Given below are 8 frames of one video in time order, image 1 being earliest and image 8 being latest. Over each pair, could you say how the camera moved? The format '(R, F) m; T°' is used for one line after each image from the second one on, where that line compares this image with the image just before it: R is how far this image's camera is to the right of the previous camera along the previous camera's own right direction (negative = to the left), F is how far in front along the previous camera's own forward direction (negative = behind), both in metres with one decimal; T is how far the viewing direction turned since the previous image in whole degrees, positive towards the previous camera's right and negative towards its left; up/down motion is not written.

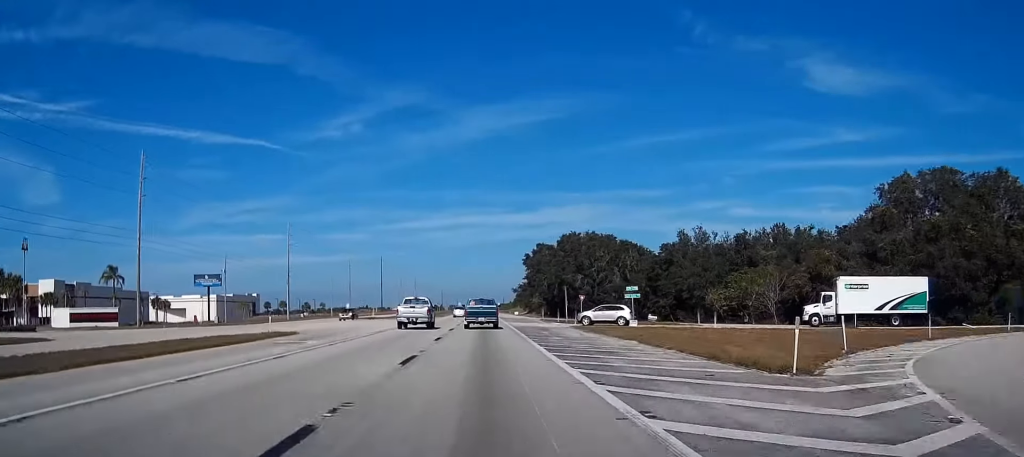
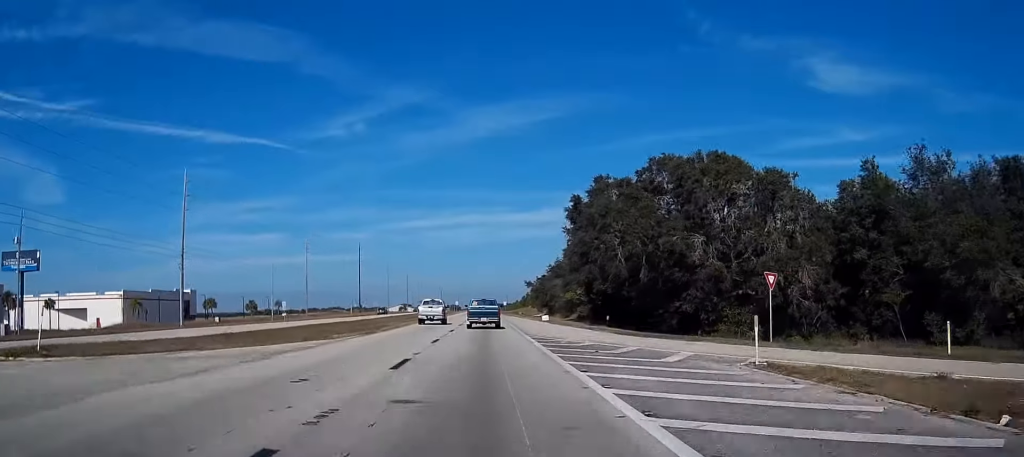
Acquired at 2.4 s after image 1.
(+0.4, +62.1) m; +1°
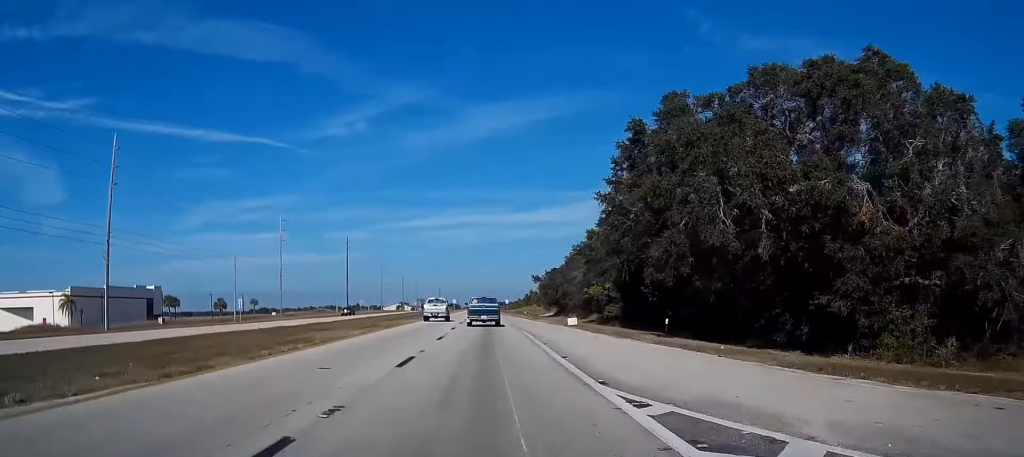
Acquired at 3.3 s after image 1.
(+0.1, +23.4) m; 0°
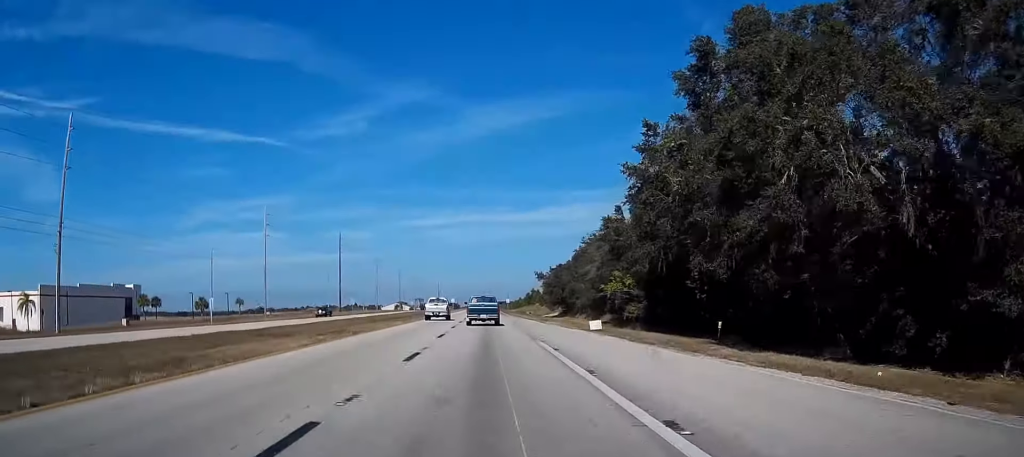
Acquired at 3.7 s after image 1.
(0.0, +11.3) m; 0°
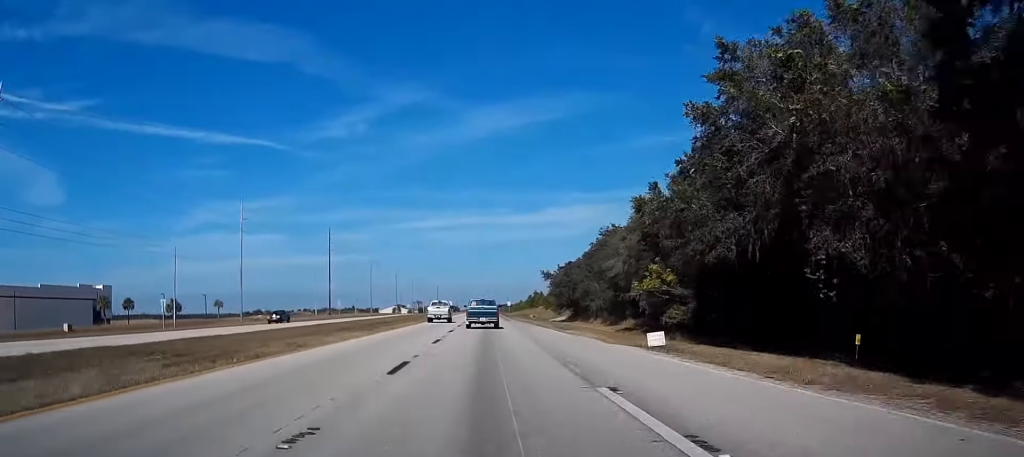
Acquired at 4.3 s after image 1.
(0.0, +14.8) m; 0°
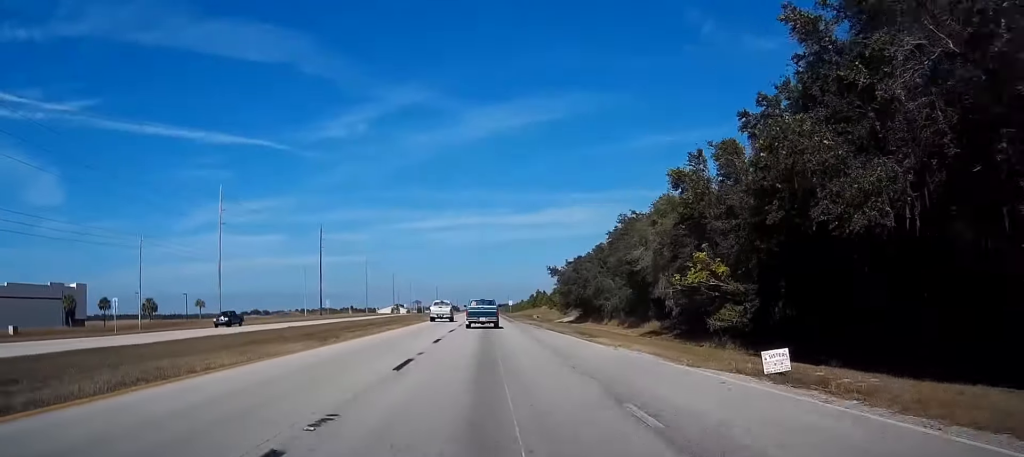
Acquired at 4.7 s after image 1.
(+0.1, +11.3) m; 0°
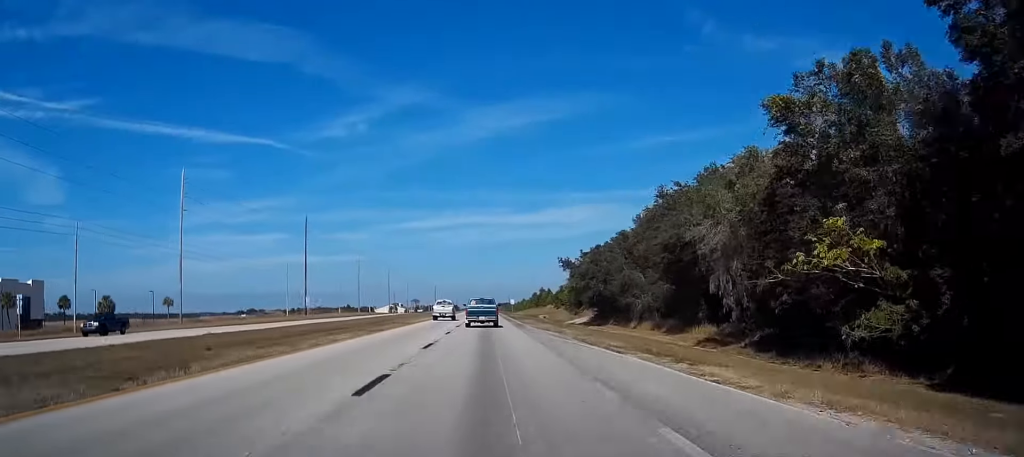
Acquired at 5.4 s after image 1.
(+0.1, +16.5) m; 0°
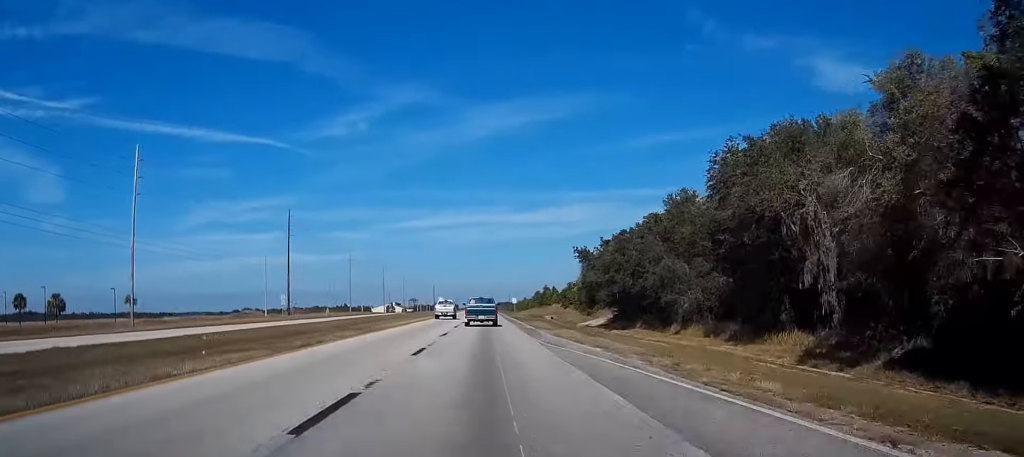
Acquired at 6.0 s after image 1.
(0.0, +15.7) m; 0°
